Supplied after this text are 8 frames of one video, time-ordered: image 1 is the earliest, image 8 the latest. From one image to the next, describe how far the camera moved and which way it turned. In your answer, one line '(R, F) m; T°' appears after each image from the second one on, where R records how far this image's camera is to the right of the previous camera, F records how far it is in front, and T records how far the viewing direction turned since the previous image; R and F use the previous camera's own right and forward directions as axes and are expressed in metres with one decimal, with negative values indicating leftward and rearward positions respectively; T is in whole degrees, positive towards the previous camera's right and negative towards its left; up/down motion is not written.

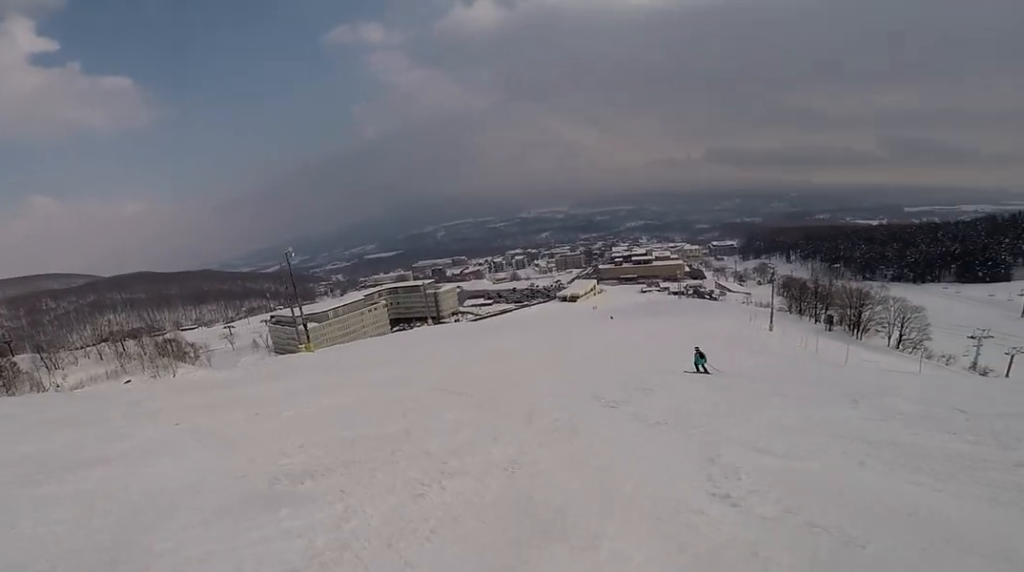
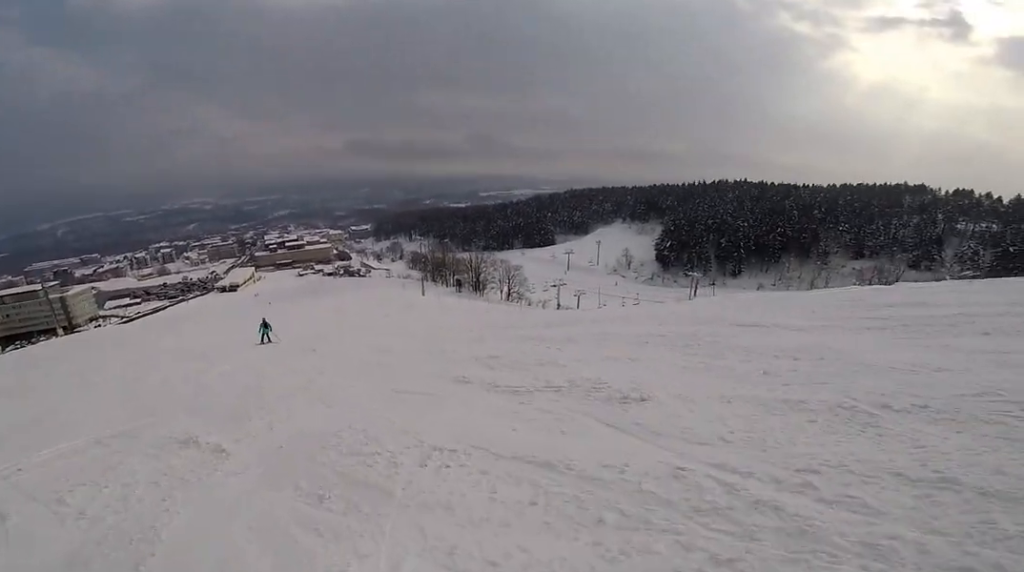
(+2.8, +9.3) m; +10°
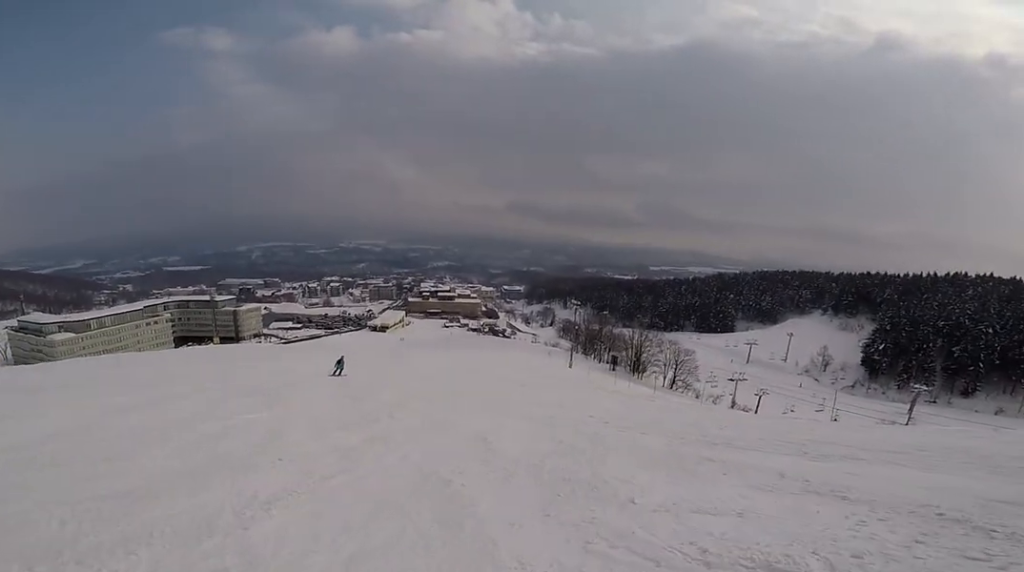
(-0.5, +7.5) m; -3°
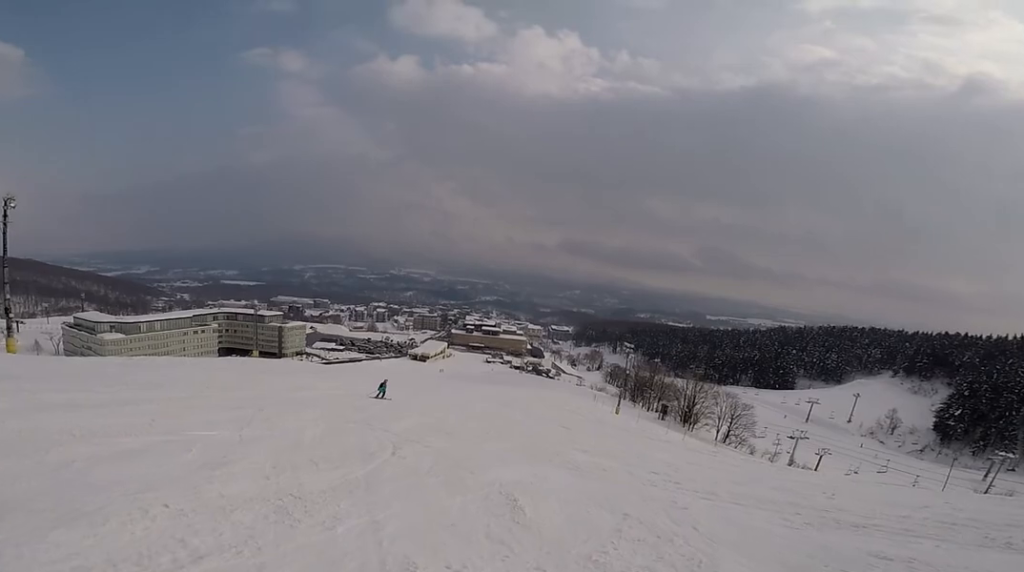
(+0.2, +2.9) m; -6°
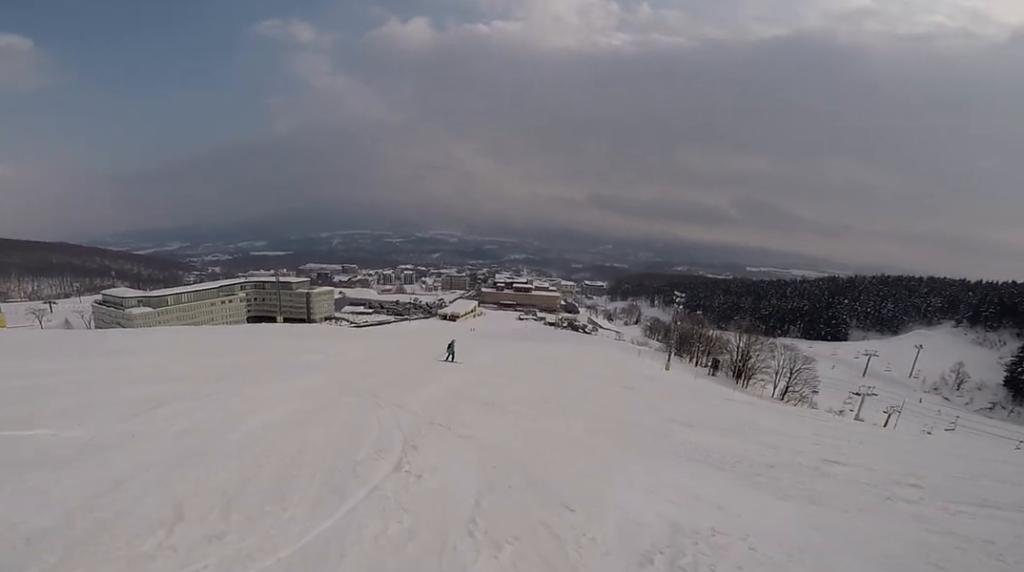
(-0.1, +4.4) m; -6°
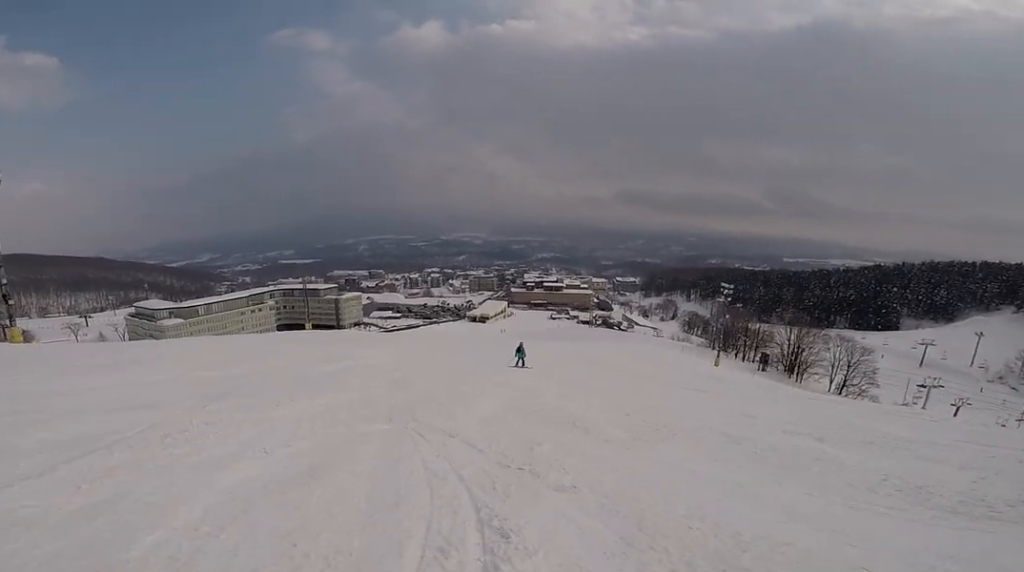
(-0.6, +2.6) m; -1°
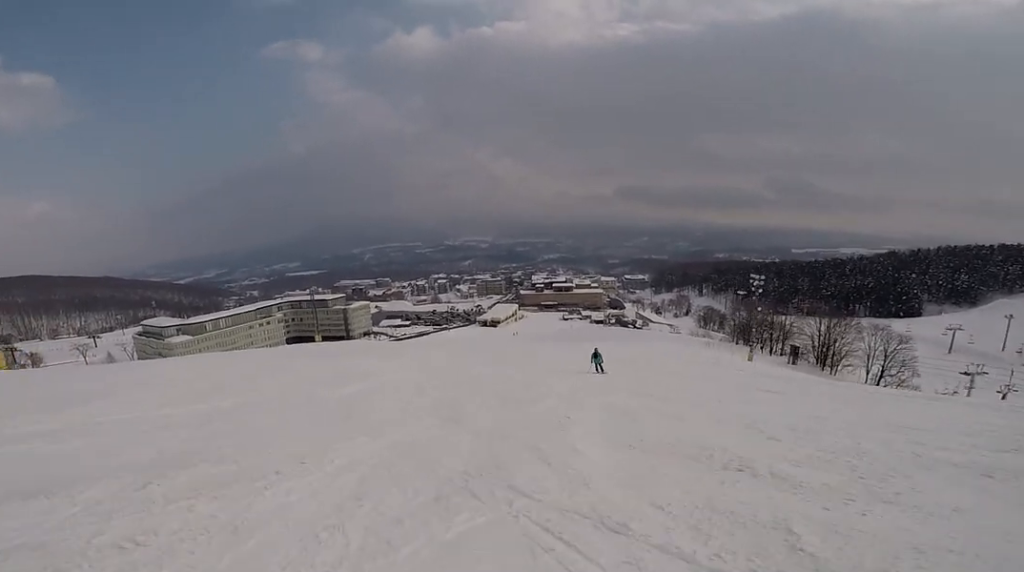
(-0.3, +3.6) m; +2°
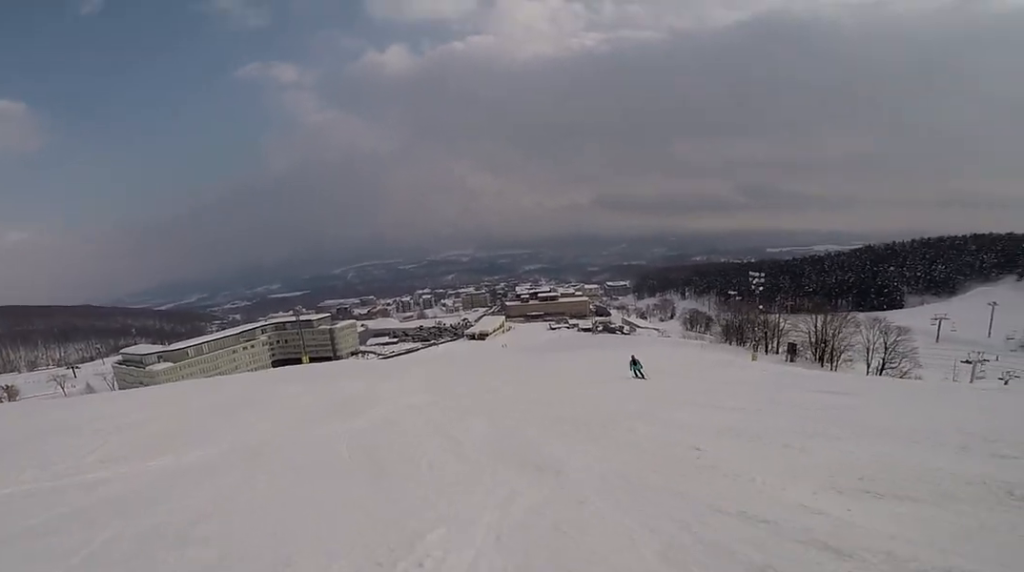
(+0.5, +3.4) m; +9°
